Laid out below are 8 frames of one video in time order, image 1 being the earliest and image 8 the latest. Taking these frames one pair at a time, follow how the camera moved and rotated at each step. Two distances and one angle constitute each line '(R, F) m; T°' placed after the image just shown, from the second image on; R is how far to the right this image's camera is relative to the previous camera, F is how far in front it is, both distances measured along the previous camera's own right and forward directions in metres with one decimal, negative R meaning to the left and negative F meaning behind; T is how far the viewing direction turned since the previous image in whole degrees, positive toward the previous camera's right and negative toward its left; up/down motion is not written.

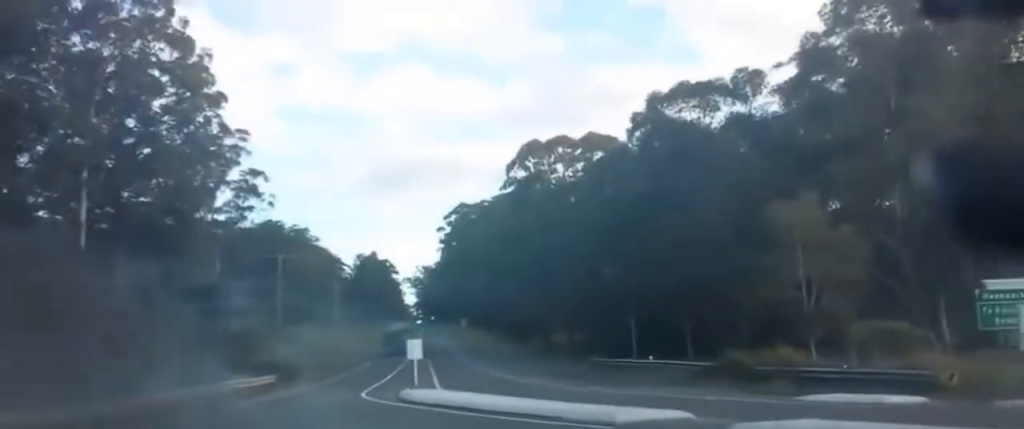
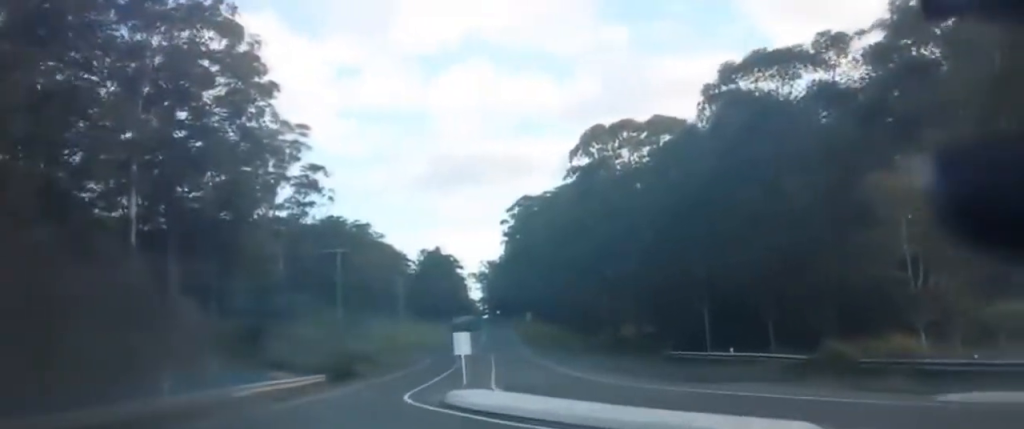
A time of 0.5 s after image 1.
(+0.1, +5.1) m; 0°
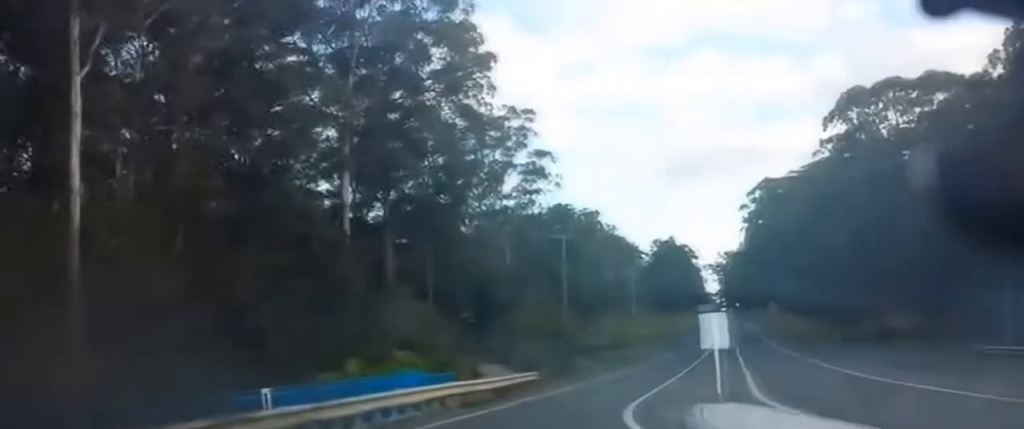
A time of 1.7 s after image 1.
(-0.1, +11.7) m; -4°
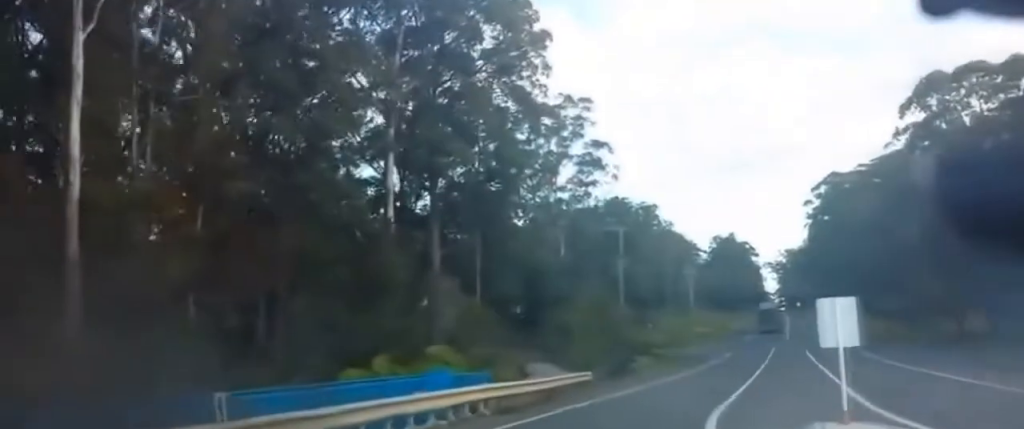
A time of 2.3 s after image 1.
(-0.1, +4.9) m; -3°
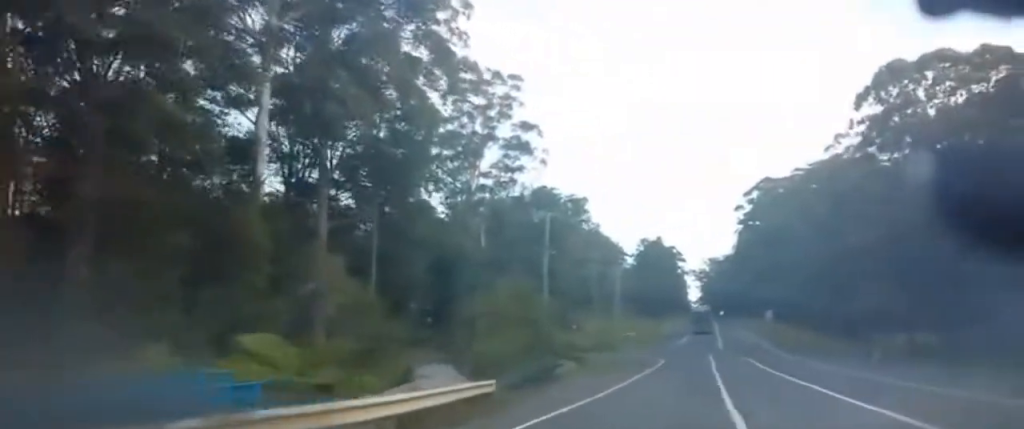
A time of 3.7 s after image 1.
(-1.2, +11.6) m; -7°
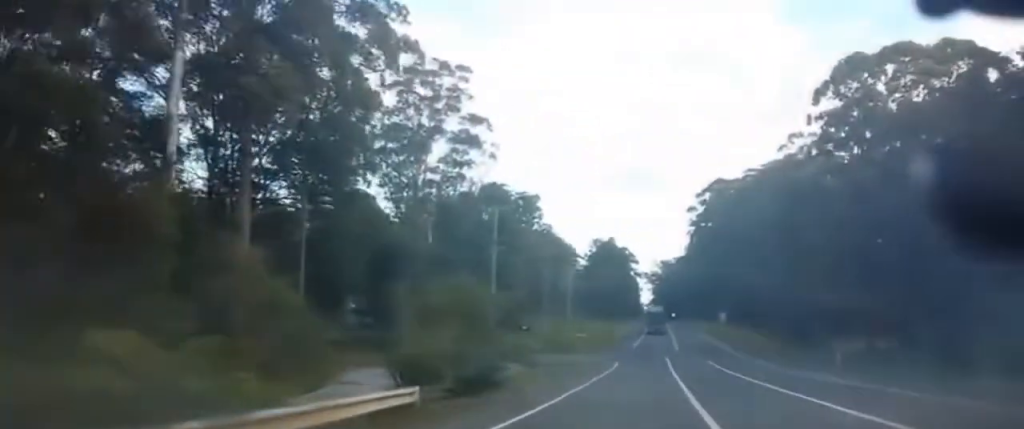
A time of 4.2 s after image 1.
(-0.1, +3.8) m; 0°
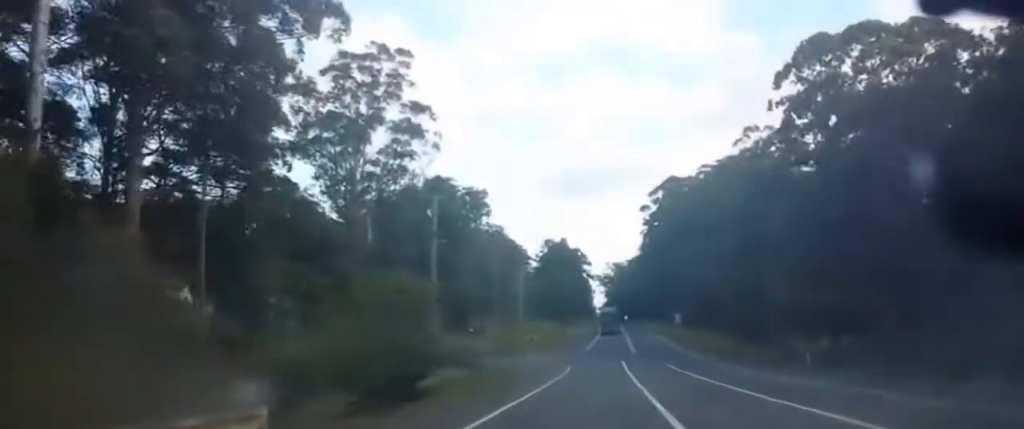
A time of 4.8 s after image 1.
(+0.2, +5.4) m; +4°
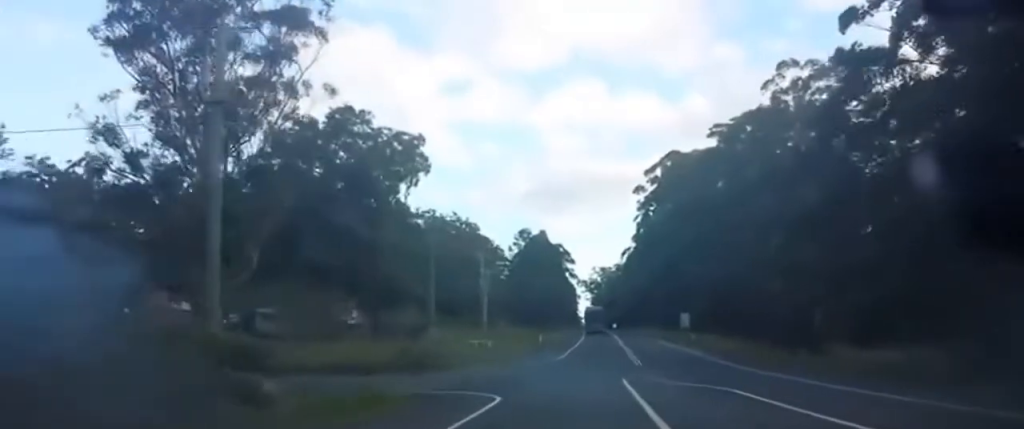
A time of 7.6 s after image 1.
(+2.8, +29.8) m; +7°
